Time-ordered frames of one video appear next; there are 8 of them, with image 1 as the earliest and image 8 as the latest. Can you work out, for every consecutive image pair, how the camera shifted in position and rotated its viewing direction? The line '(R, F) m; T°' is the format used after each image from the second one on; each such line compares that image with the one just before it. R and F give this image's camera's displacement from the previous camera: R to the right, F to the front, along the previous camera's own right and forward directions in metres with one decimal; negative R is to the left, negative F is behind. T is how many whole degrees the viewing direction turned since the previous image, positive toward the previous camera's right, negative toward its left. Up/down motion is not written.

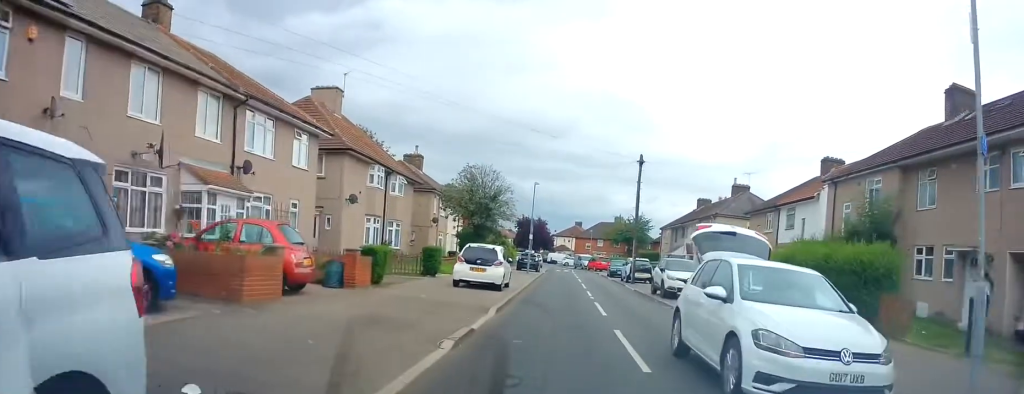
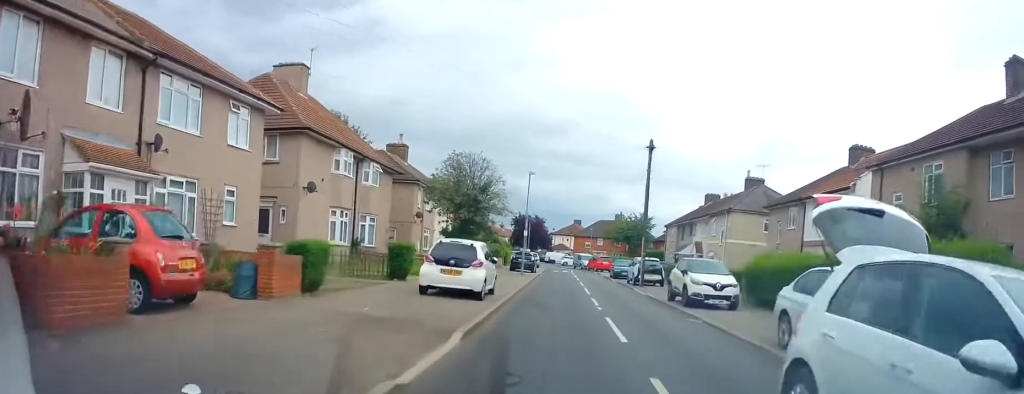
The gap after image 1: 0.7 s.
(-0.5, +4.3) m; 0°
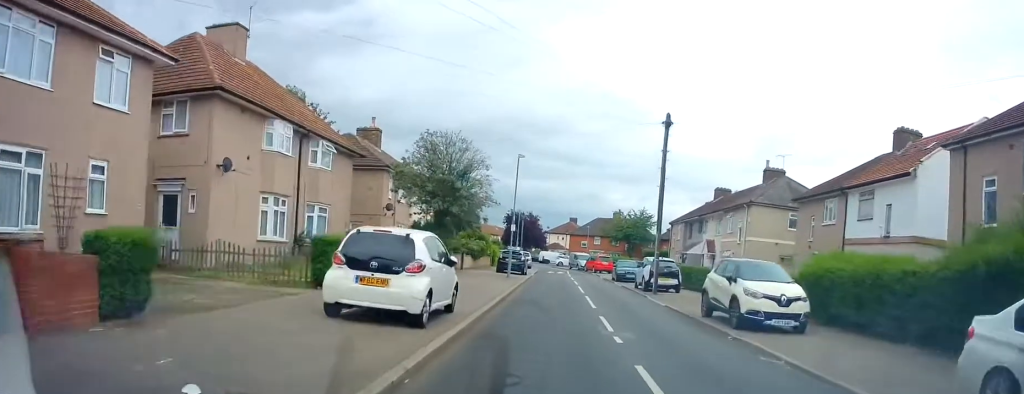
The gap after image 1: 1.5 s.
(+0.1, +5.6) m; +3°
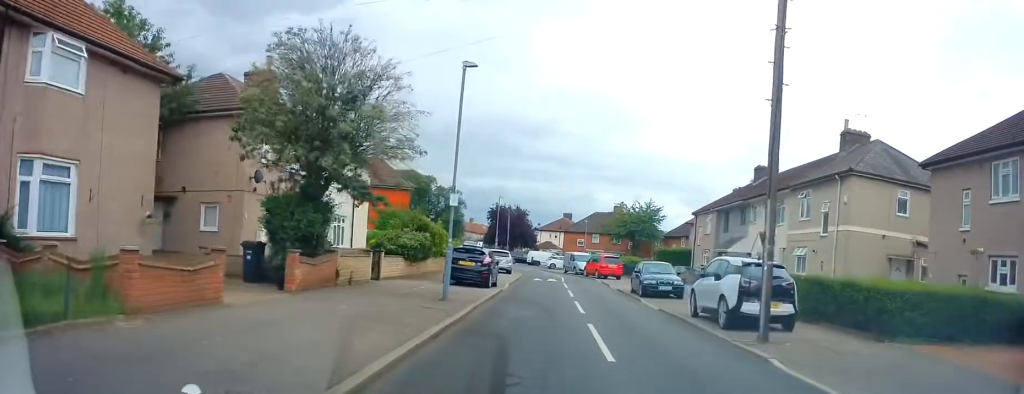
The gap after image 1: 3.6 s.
(+0.6, +14.1) m; +4°
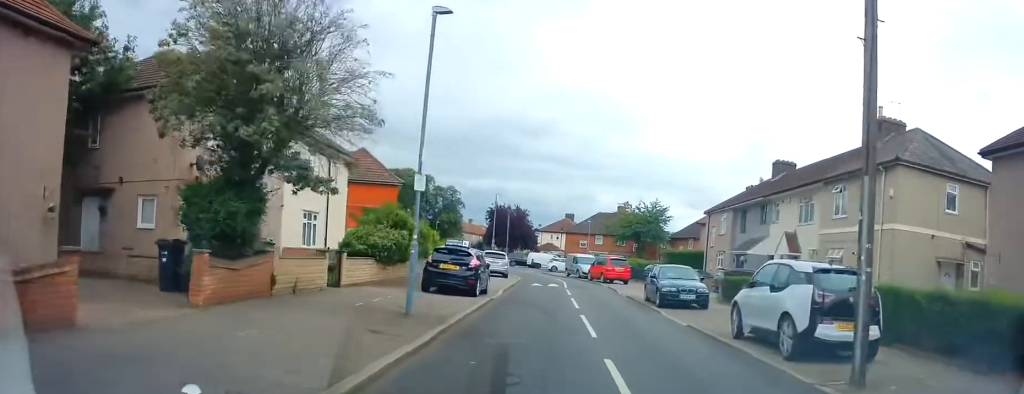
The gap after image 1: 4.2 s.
(+0.1, +3.7) m; +2°
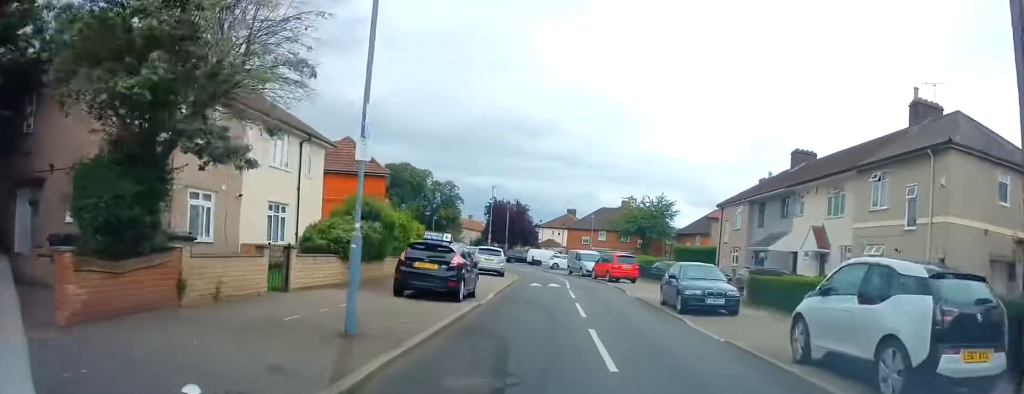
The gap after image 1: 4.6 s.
(0.0, +3.2) m; -1°
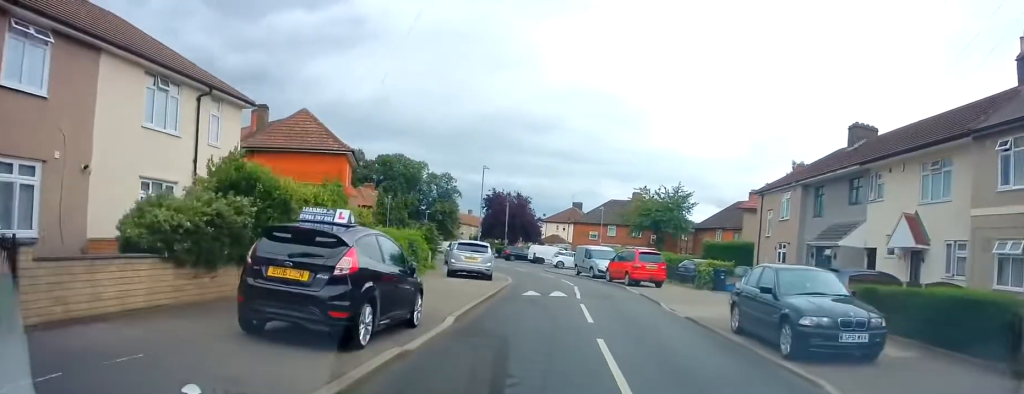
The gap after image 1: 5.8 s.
(-0.2, +7.3) m; +1°
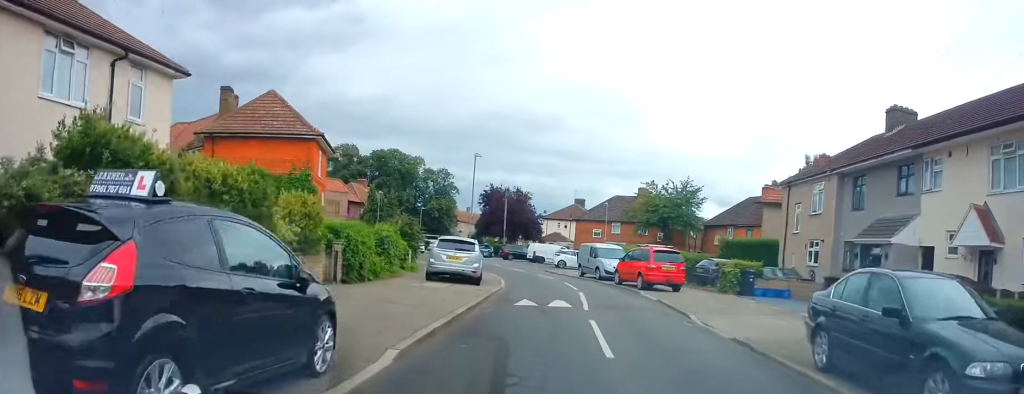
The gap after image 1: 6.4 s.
(0.0, +3.8) m; 0°
